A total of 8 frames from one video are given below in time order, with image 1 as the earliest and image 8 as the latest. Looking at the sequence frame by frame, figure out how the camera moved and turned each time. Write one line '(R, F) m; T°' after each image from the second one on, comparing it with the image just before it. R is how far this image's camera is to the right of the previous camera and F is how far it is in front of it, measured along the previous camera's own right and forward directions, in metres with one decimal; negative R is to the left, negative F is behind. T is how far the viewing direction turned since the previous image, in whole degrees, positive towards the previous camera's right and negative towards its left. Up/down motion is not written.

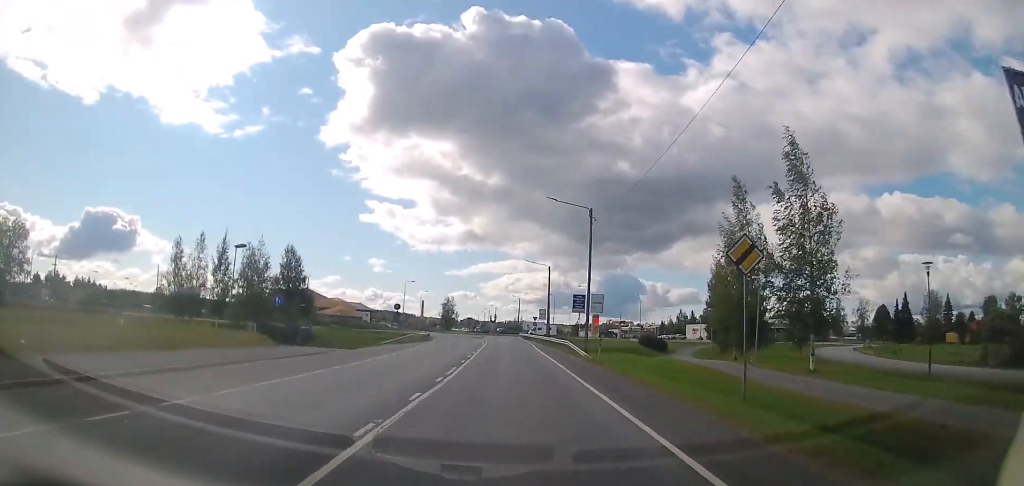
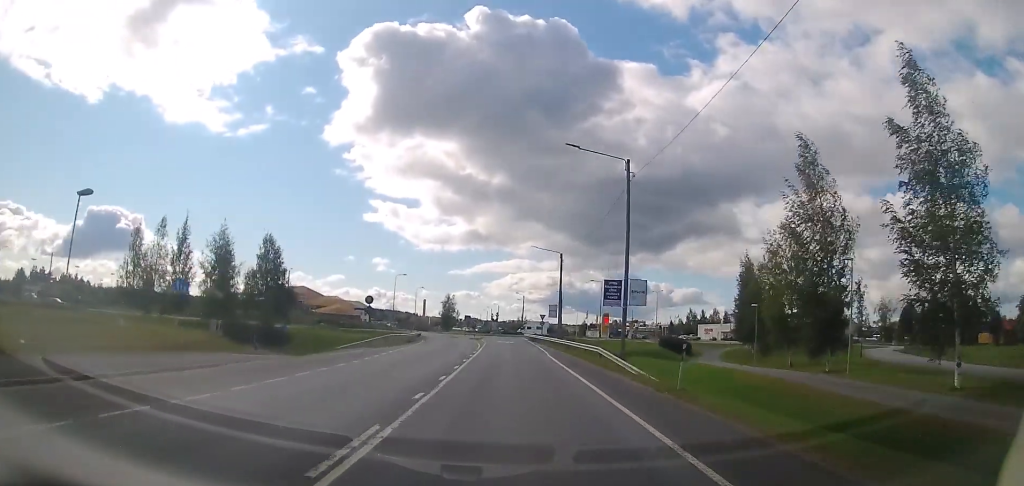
(+0.1, +11.9) m; +1°
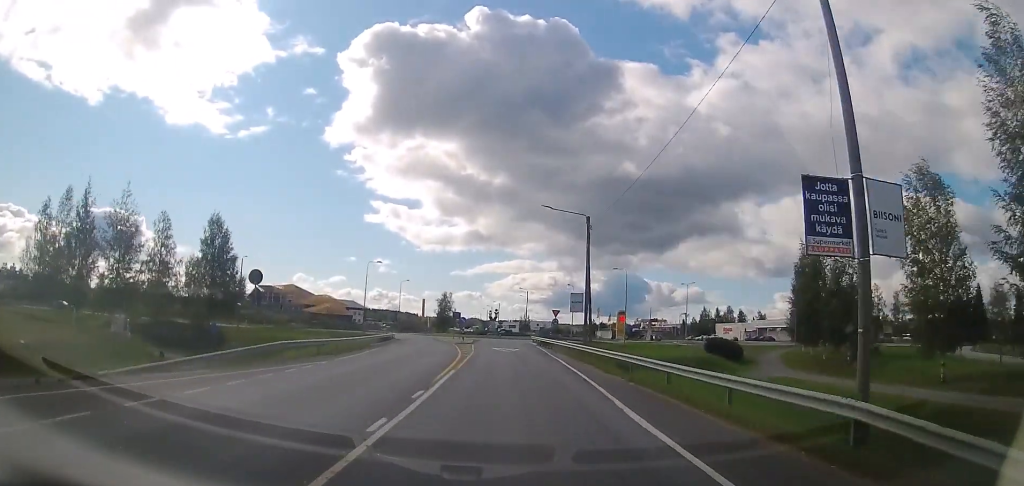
(-0.1, +19.6) m; -1°
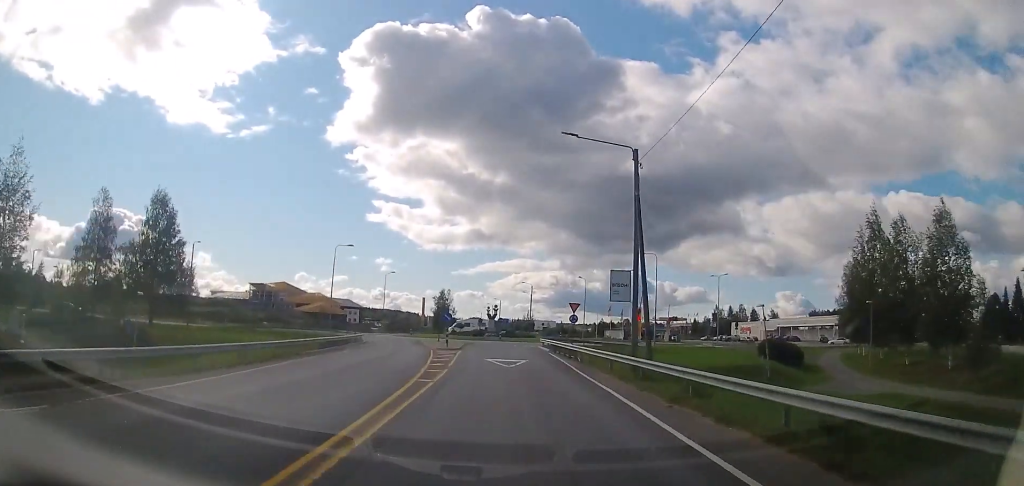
(-0.2, +15.1) m; 0°
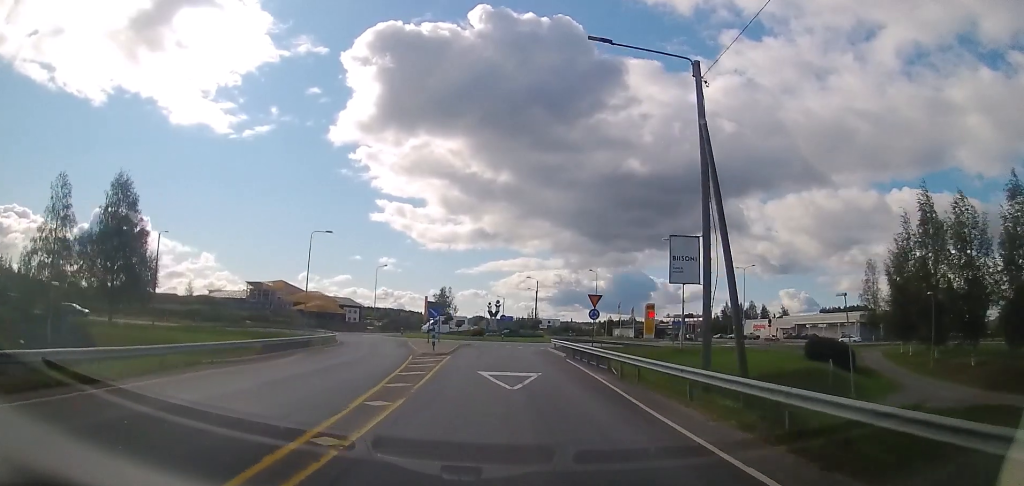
(+0.1, +8.6) m; 0°
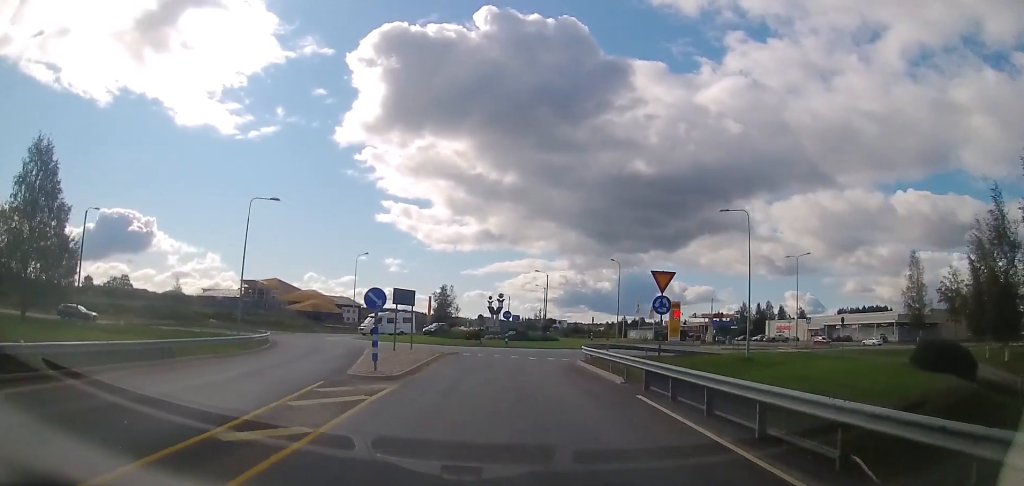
(-0.1, +14.5) m; -1°
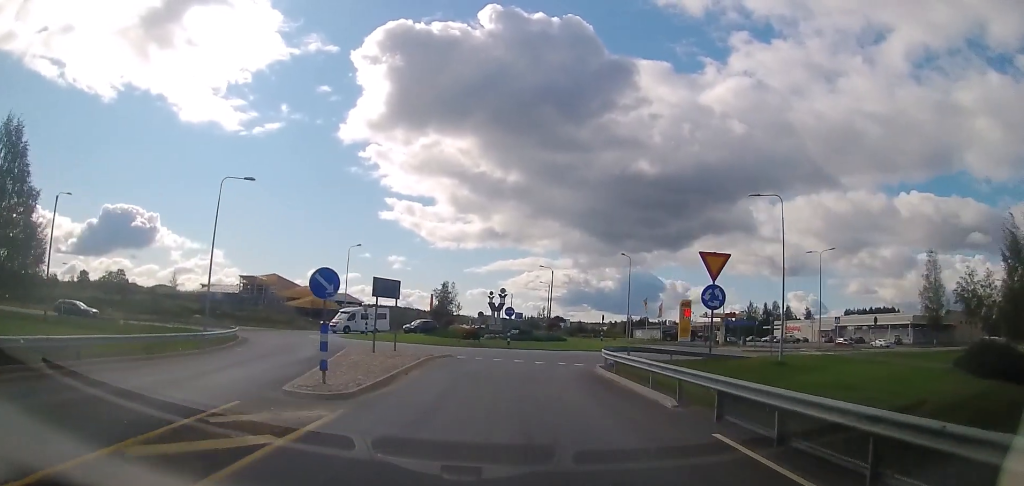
(0.0, +5.0) m; -1°
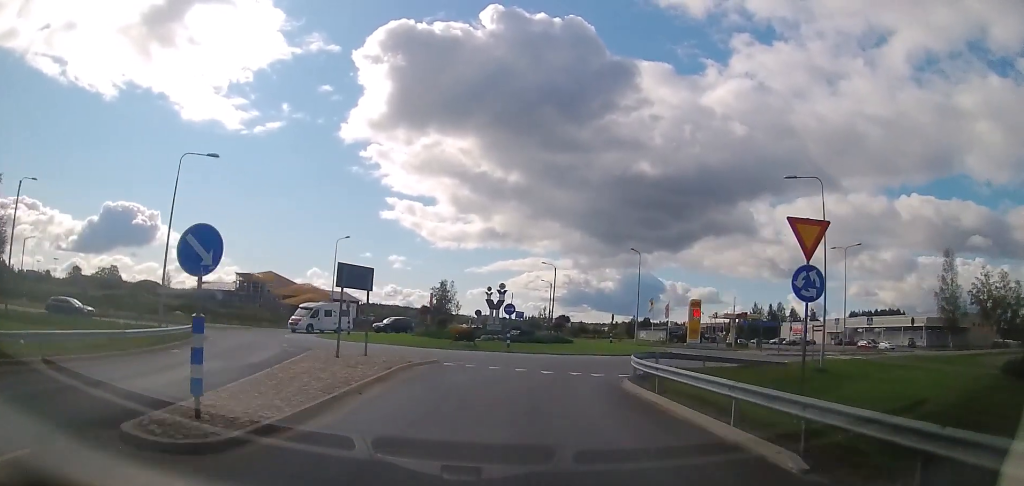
(0.0, +5.3) m; 0°
